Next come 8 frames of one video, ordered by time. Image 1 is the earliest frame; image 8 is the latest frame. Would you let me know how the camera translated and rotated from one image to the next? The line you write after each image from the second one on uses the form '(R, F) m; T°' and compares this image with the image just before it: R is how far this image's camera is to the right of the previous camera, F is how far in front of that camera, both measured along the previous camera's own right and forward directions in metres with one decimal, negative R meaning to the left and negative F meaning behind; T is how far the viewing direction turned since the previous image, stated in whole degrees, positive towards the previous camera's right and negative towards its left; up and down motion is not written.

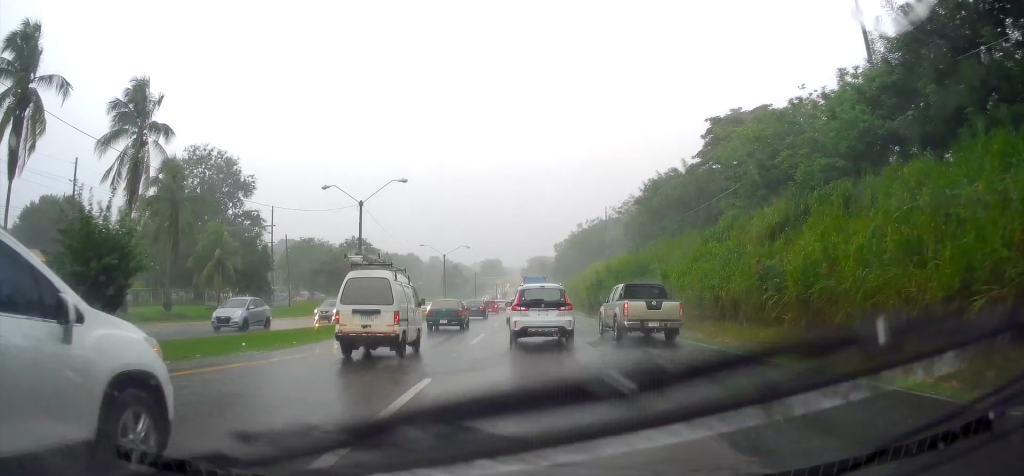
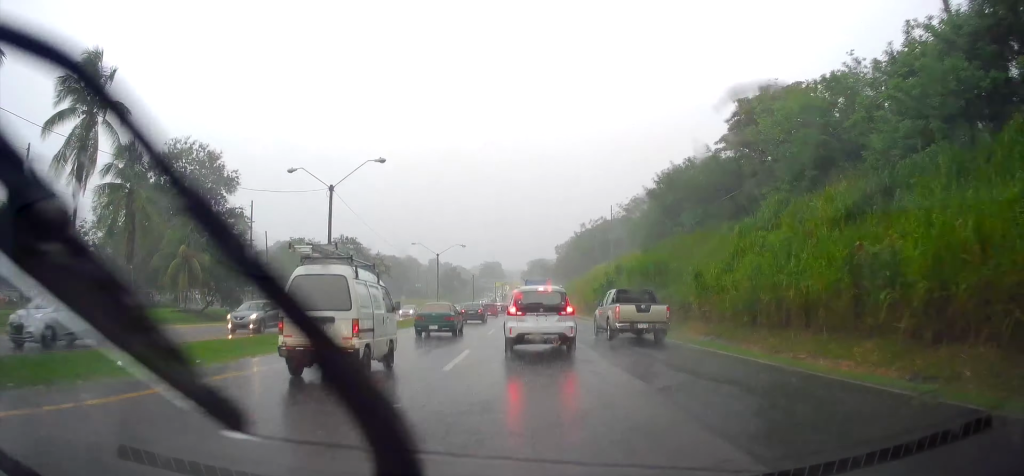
(0.0, +5.8) m; -2°
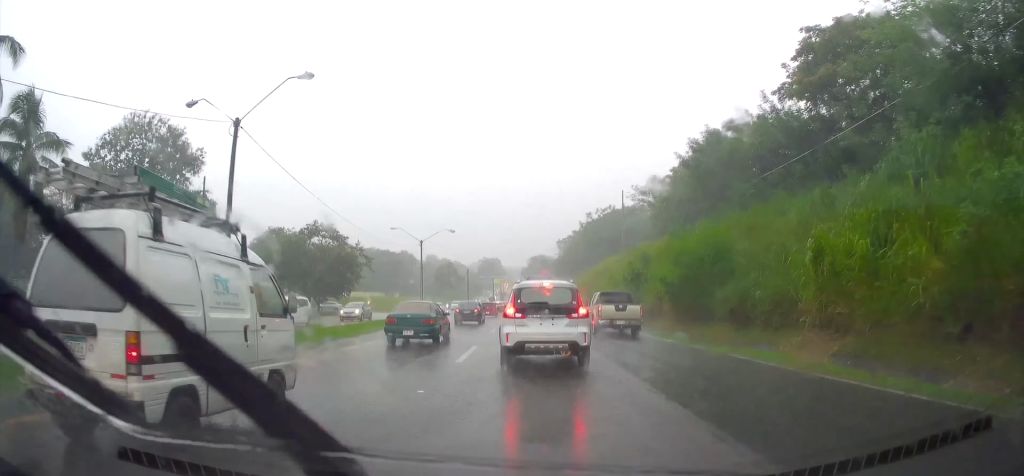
(-0.2, +10.4) m; -2°
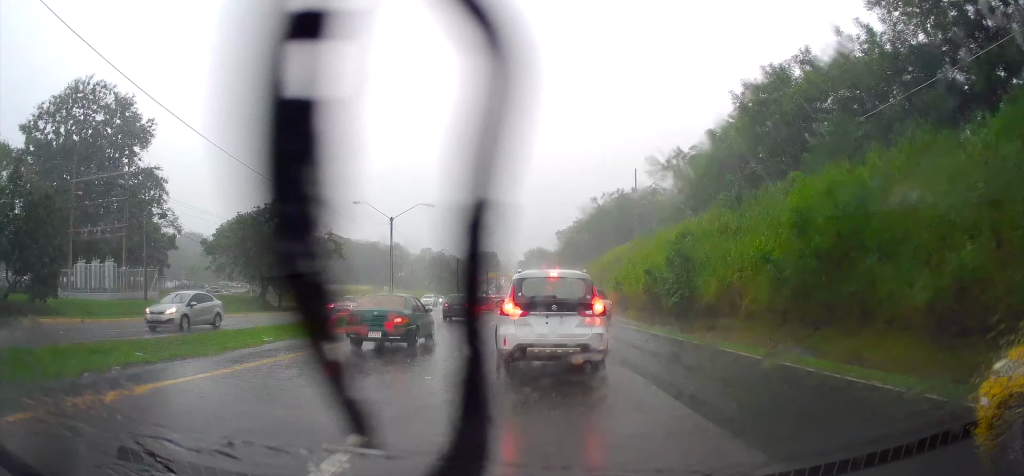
(-0.4, +12.1) m; +1°
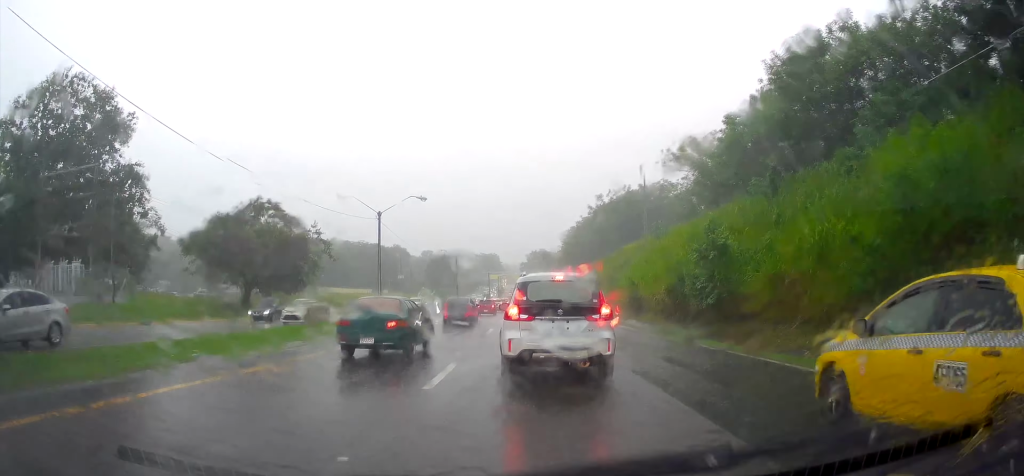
(+0.3, +5.0) m; 0°
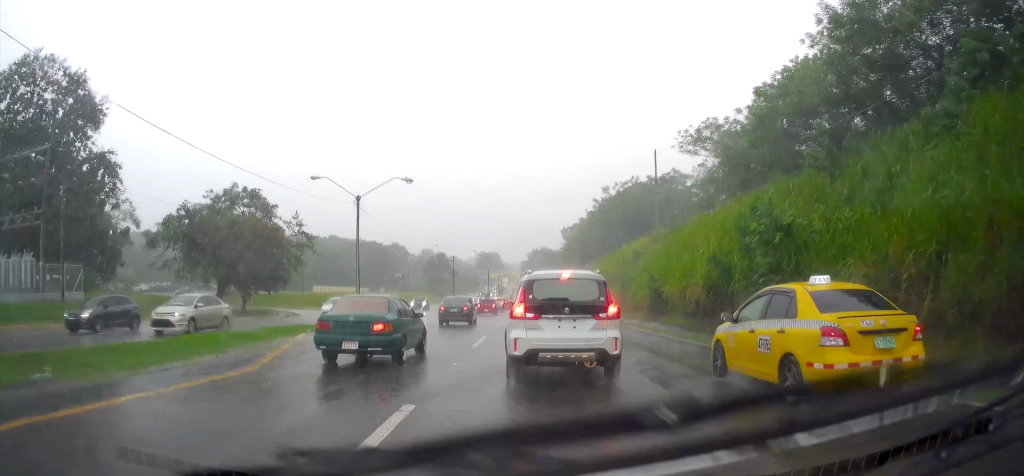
(+0.3, +6.1) m; 0°
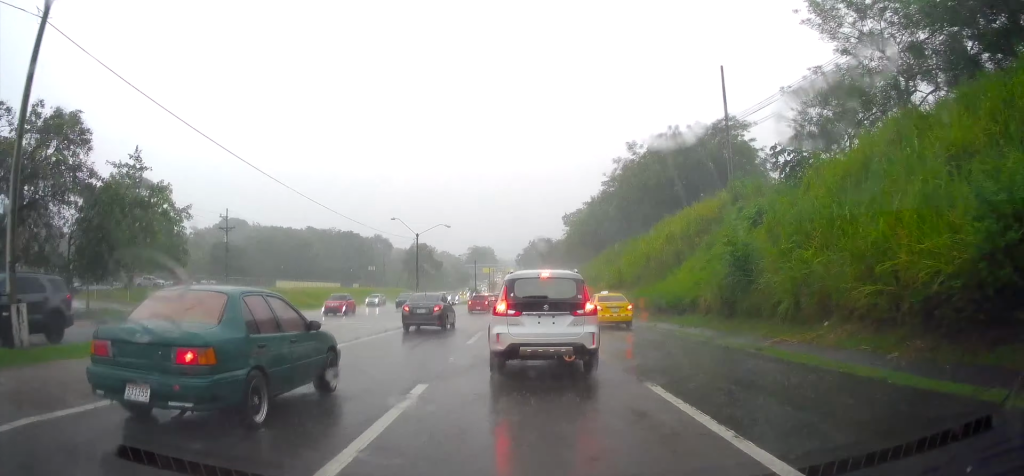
(+0.1, +28.2) m; +2°
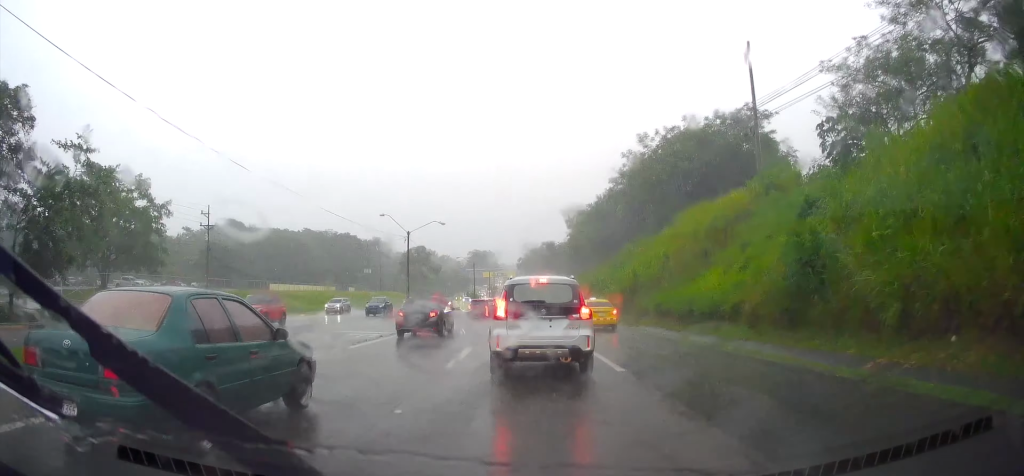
(-0.1, +5.7) m; 0°
